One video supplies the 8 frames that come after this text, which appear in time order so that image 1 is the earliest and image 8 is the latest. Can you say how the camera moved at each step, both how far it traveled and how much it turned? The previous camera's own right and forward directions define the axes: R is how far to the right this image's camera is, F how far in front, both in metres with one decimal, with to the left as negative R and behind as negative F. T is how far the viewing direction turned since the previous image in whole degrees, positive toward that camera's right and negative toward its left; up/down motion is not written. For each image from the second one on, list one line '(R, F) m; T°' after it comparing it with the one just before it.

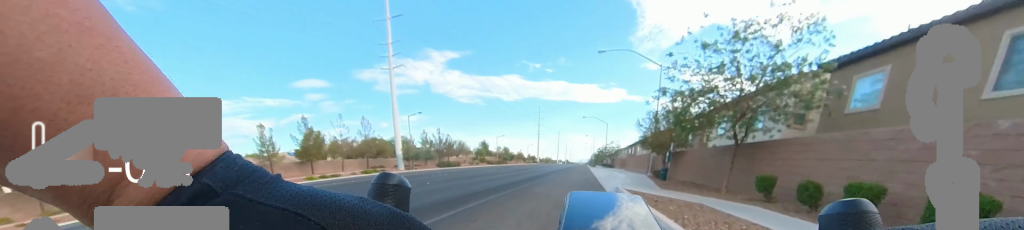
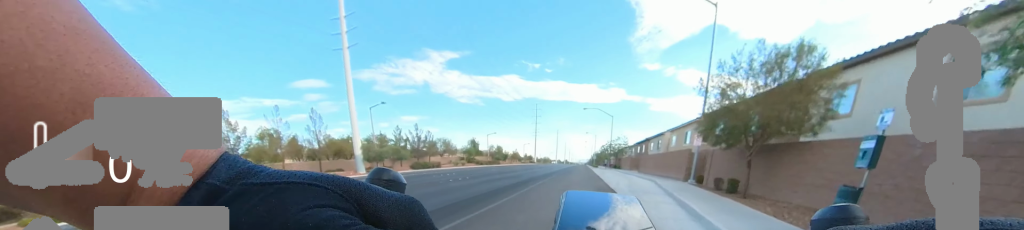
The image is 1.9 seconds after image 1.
(0.0, +10.3) m; 0°
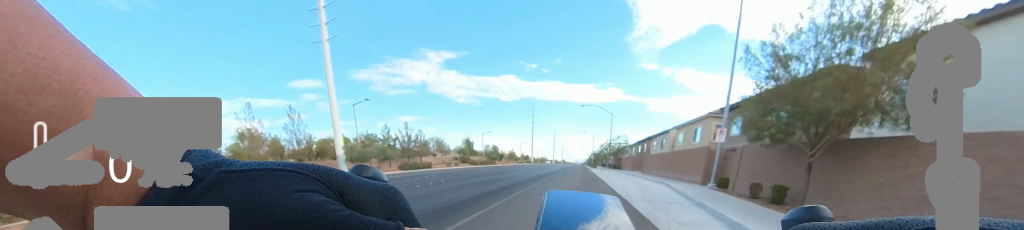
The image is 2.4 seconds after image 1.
(0.0, +3.0) m; 0°
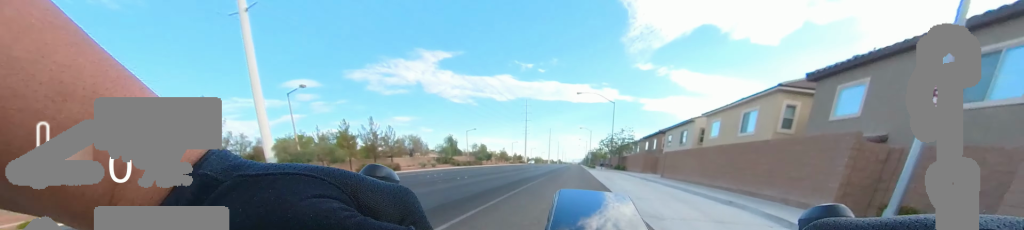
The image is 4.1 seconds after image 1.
(0.0, +9.2) m; 0°
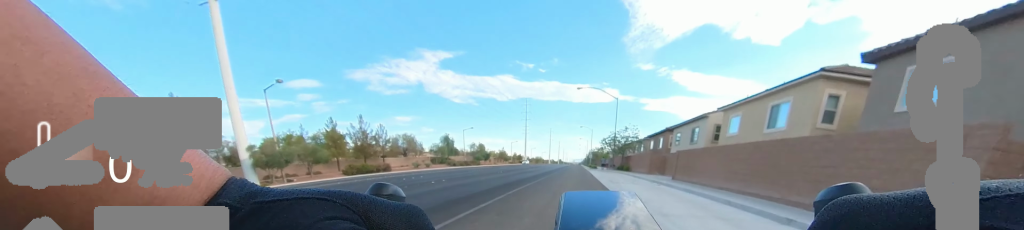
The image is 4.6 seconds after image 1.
(0.0, +2.6) m; 0°
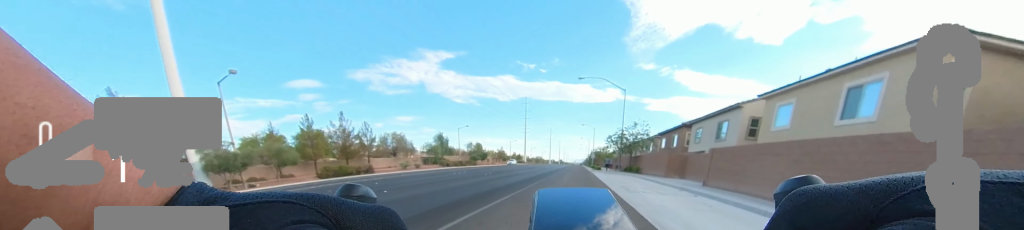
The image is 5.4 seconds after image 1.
(0.0, +4.6) m; 0°
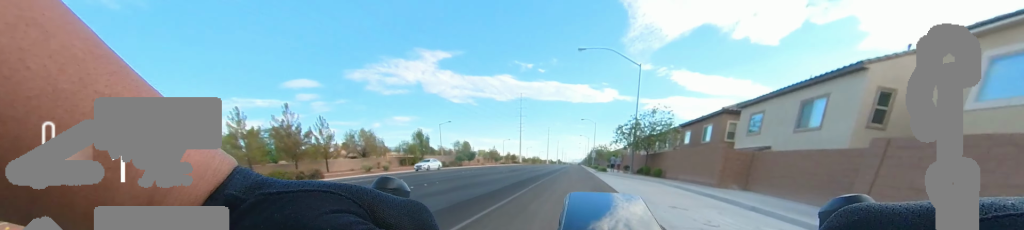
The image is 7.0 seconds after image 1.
(0.0, +9.0) m; 0°
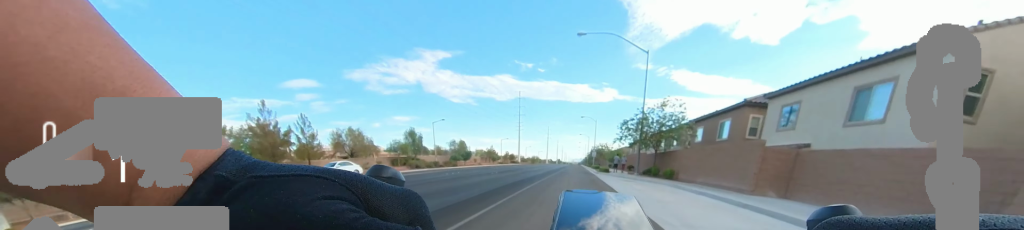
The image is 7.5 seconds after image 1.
(0.0, +3.0) m; 0°
